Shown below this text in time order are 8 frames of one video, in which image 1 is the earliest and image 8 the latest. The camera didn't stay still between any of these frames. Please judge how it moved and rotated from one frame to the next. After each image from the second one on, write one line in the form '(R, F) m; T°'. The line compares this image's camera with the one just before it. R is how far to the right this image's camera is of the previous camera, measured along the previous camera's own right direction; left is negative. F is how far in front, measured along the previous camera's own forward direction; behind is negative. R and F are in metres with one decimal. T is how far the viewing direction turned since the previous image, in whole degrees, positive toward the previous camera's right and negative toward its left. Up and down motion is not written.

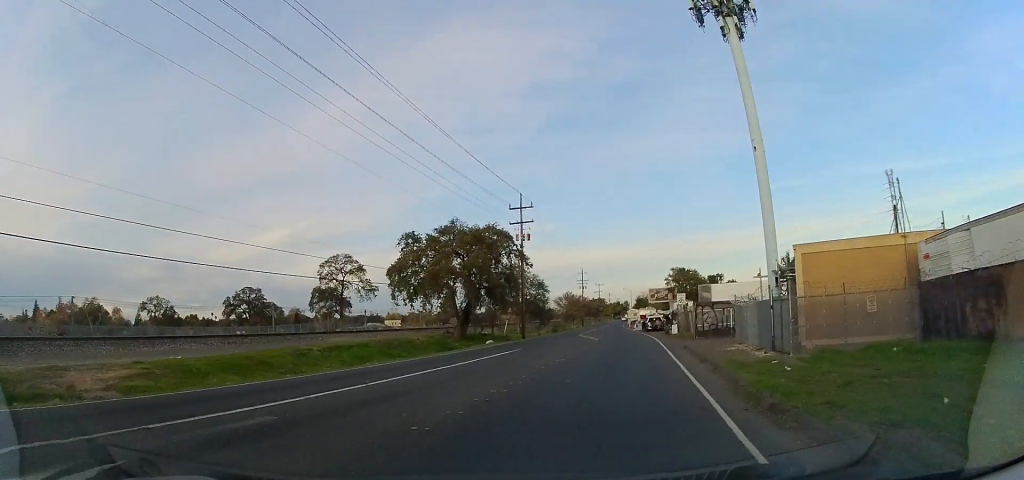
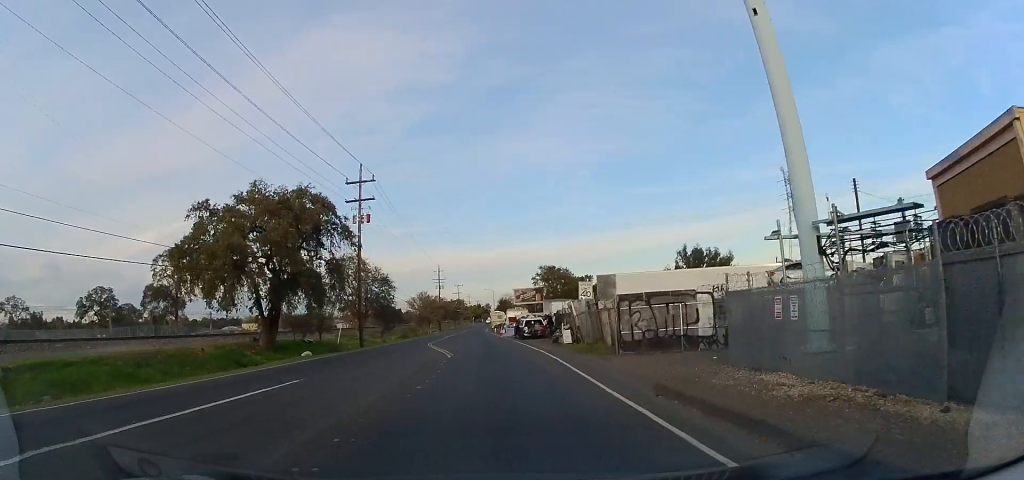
(+2.4, +11.7) m; +21°
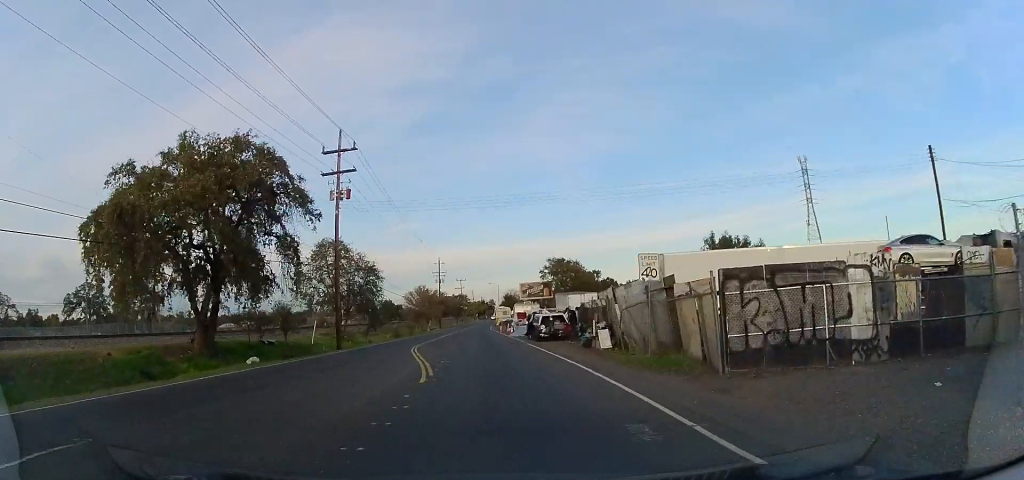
(+0.7, +8.6) m; +5°
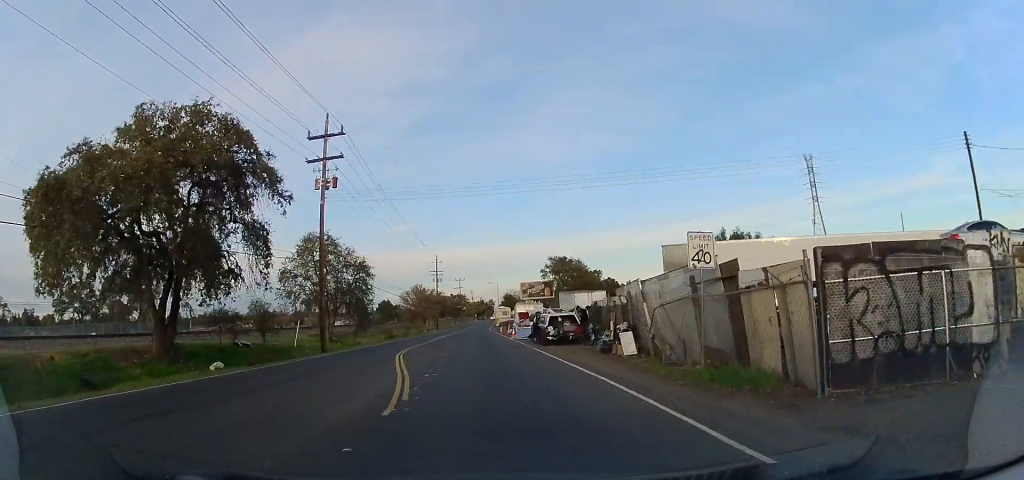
(0.0, +3.9) m; 0°
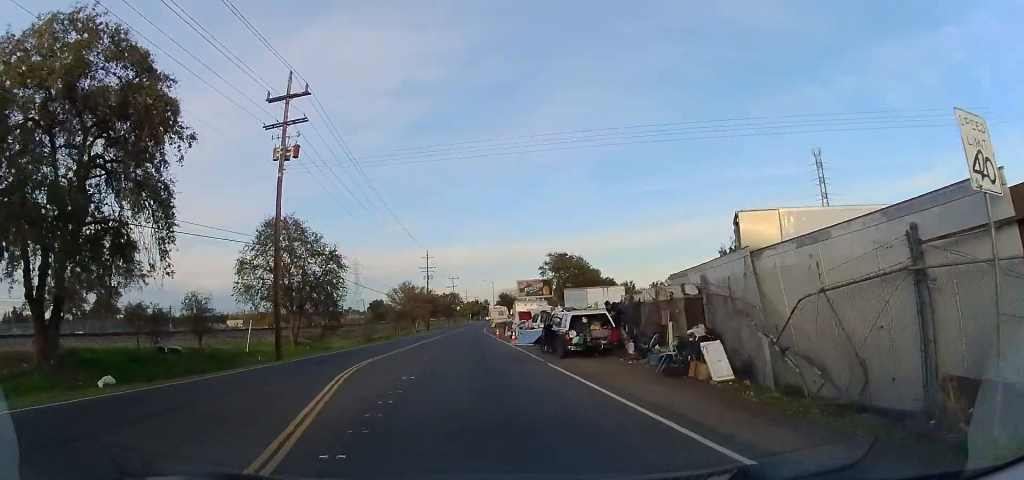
(0.0, +8.1) m; -2°
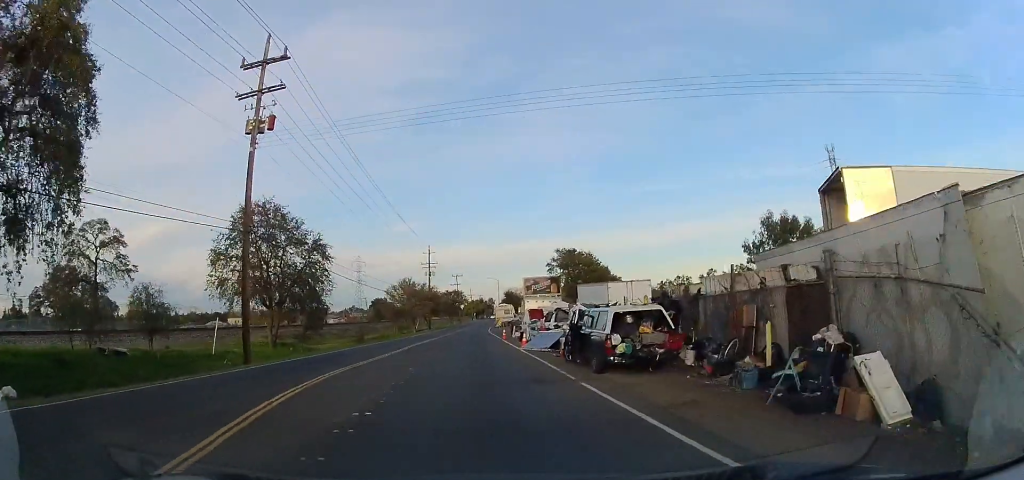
(-0.1, +5.2) m; -2°
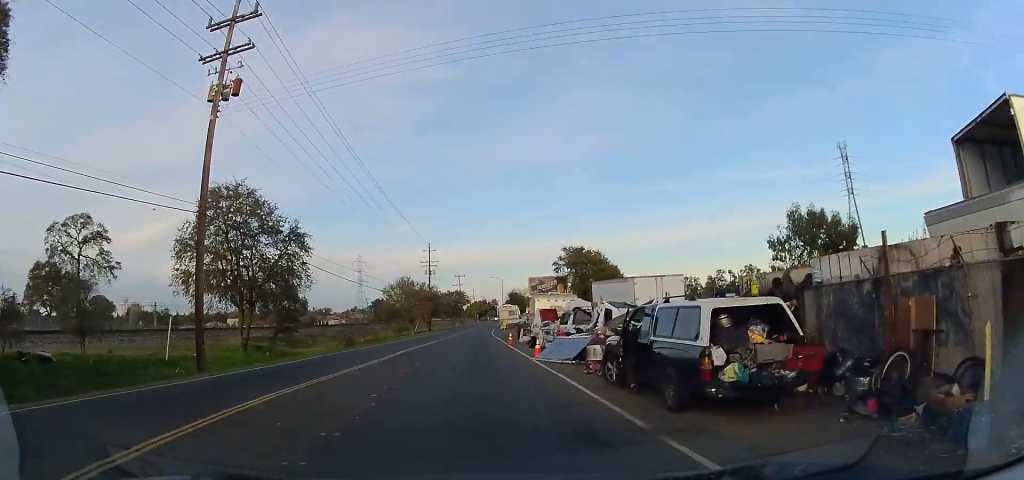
(-0.1, +5.1) m; -1°
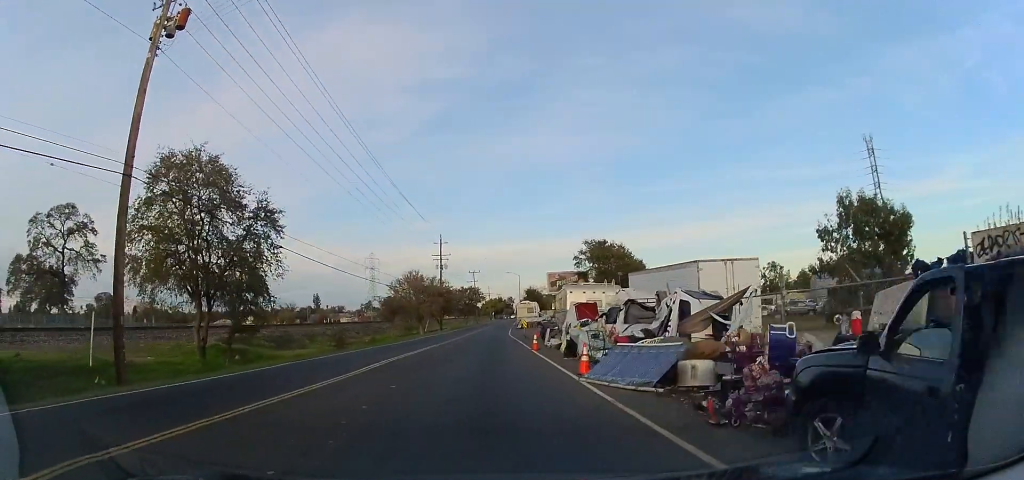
(0.0, +6.5) m; 0°
